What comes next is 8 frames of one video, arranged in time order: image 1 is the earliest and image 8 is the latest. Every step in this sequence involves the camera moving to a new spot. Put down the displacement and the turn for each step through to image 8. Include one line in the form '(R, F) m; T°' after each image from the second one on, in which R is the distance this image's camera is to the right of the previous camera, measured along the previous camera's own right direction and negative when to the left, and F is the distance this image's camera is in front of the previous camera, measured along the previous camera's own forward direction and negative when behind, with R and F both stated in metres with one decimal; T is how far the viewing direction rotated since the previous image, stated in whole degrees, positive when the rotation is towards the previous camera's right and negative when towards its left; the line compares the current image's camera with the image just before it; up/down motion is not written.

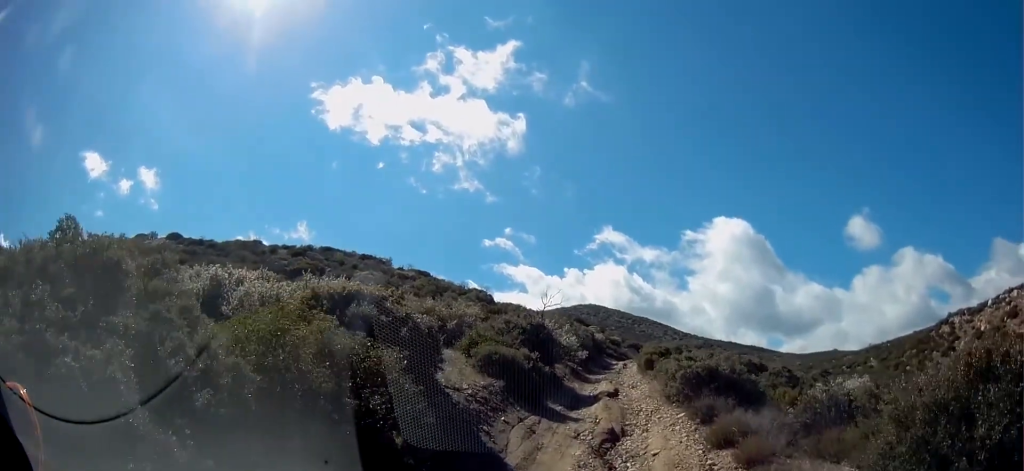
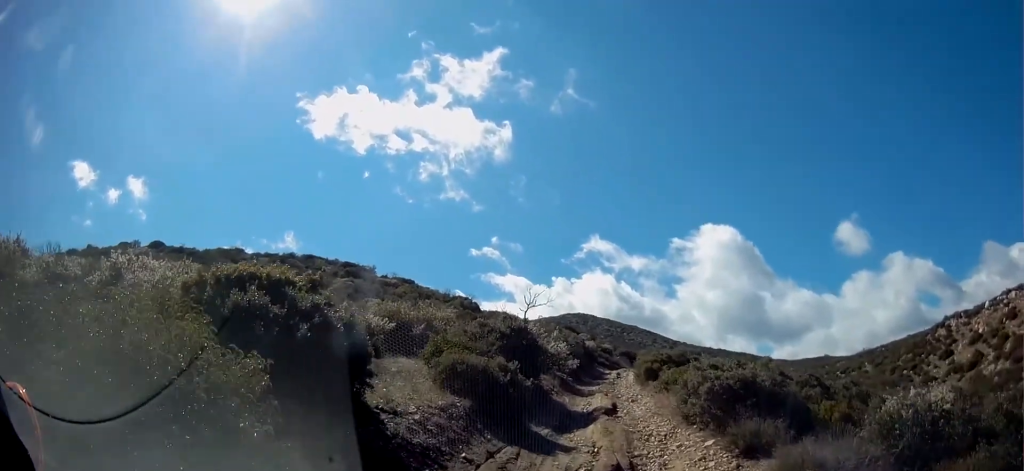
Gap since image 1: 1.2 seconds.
(-0.1, +3.4) m; -2°
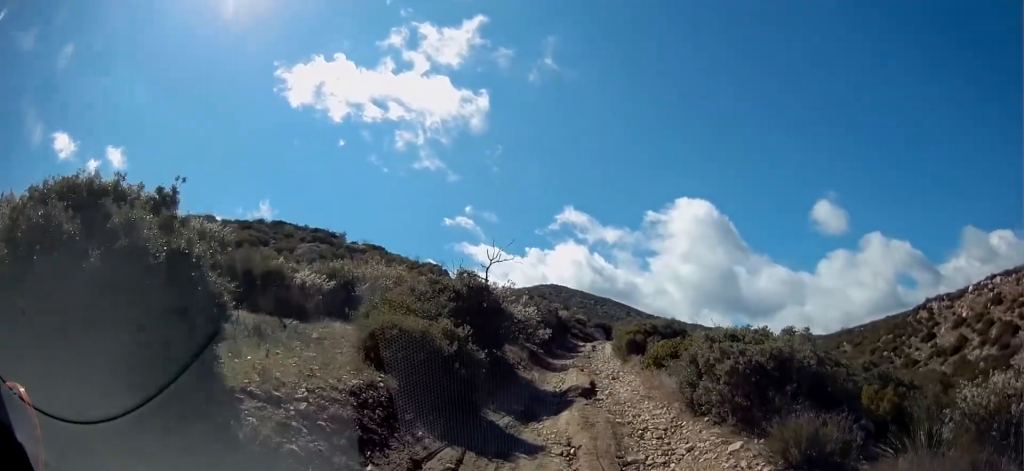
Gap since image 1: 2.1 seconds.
(0.0, +2.8) m; +2°
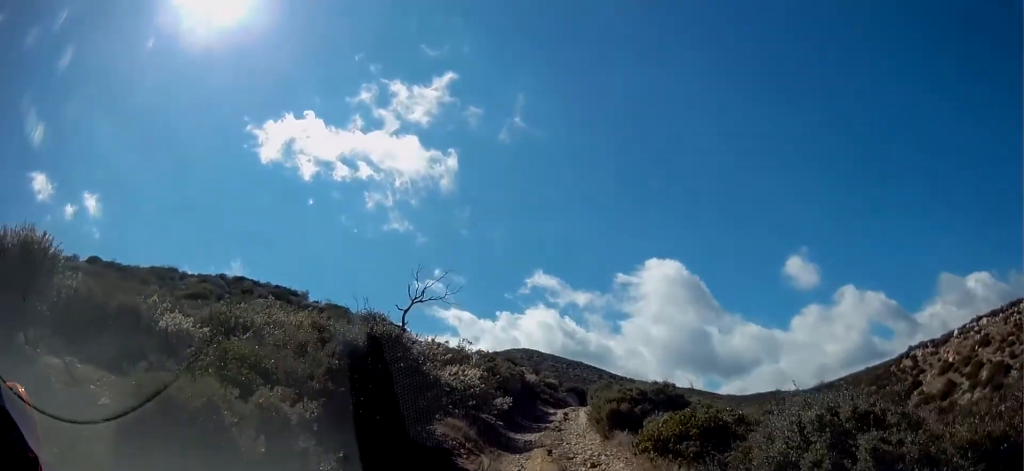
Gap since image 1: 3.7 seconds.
(+0.2, +4.5) m; +4°
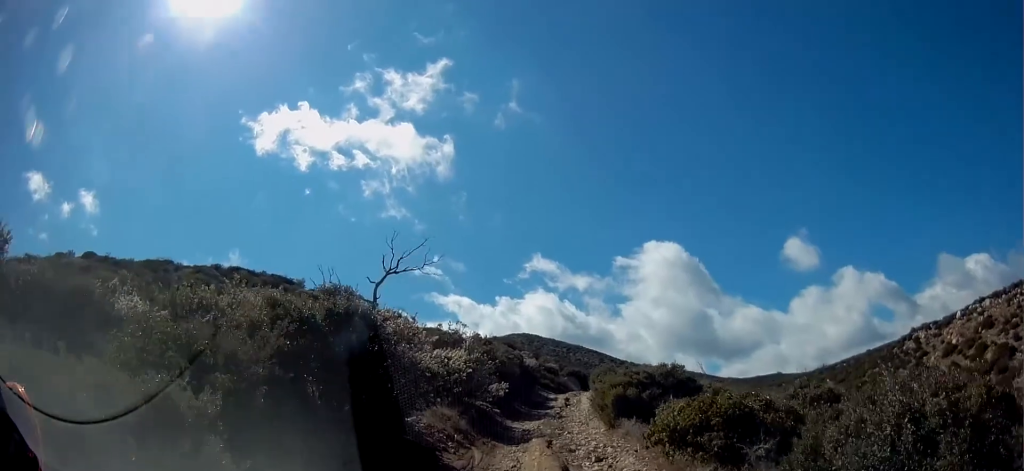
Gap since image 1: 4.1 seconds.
(0.0, +1.3) m; +1°
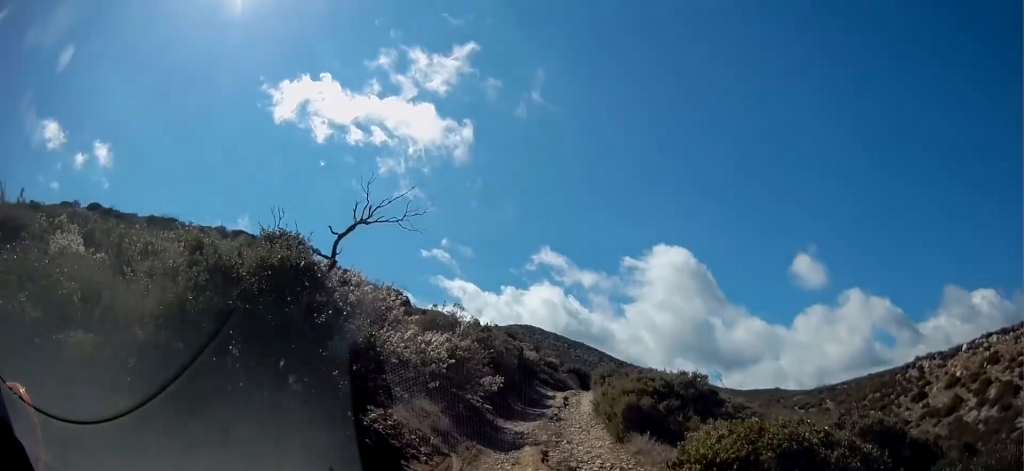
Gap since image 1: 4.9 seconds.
(0.0, +2.1) m; +1°
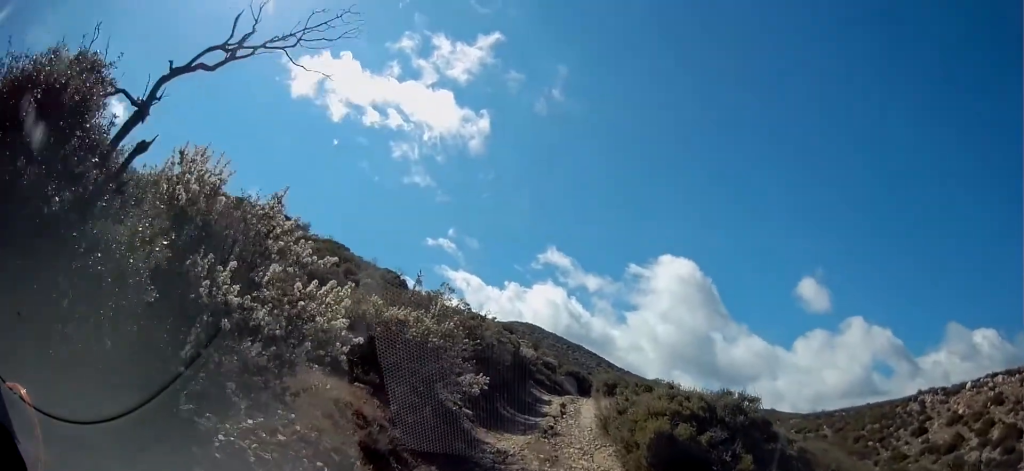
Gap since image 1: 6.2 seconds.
(0.0, +3.3) m; -2°
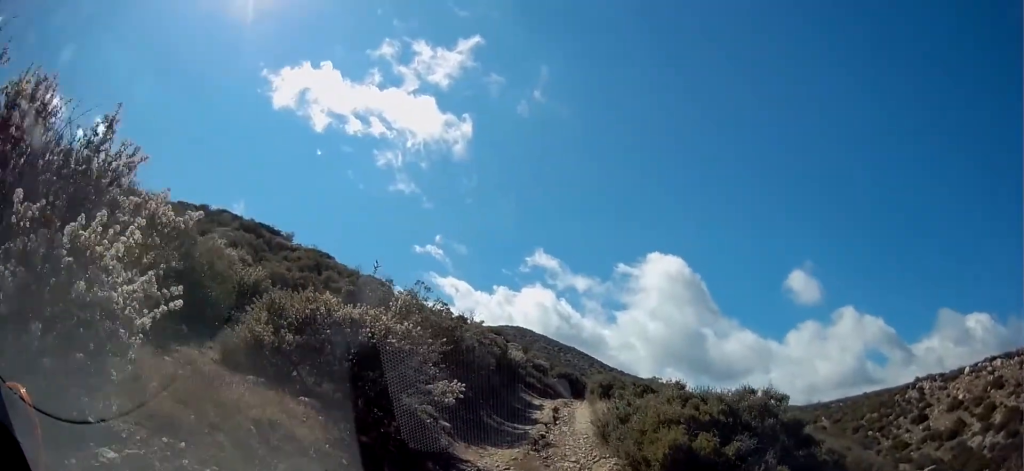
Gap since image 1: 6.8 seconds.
(0.0, +1.7) m; -1°
